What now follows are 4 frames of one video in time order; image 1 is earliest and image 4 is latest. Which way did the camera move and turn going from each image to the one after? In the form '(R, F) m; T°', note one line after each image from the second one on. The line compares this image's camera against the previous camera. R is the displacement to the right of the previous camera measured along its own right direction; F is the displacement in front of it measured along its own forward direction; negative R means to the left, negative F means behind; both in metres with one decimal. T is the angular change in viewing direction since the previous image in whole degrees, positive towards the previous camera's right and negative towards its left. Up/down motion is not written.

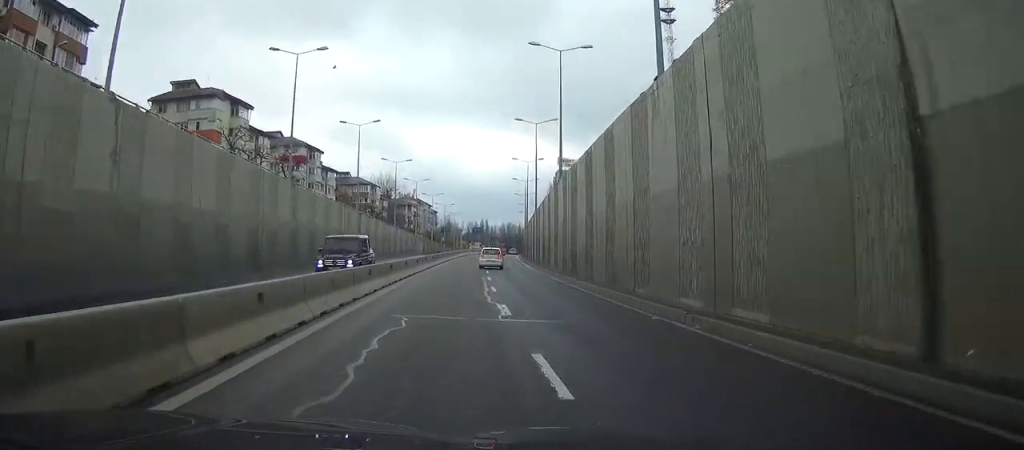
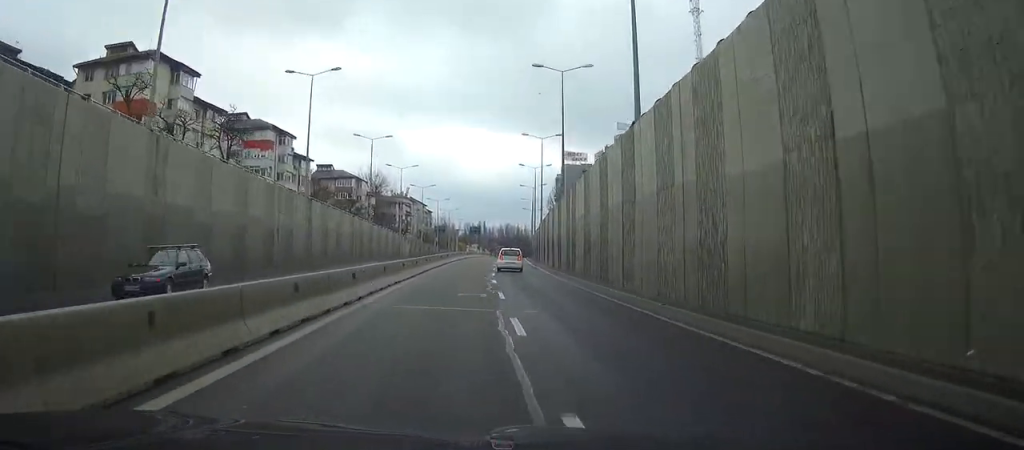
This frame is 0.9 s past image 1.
(0.0, +22.0) m; 0°
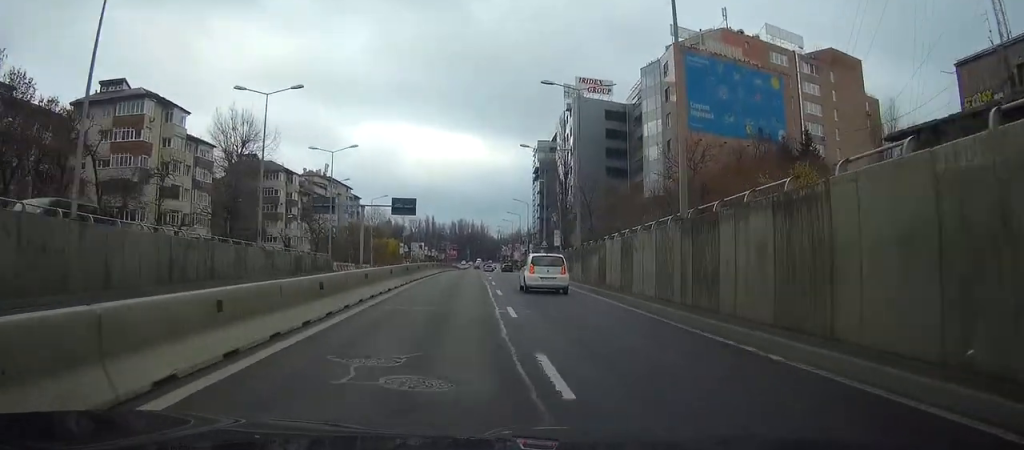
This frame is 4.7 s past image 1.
(+2.6, +96.3) m; +4°
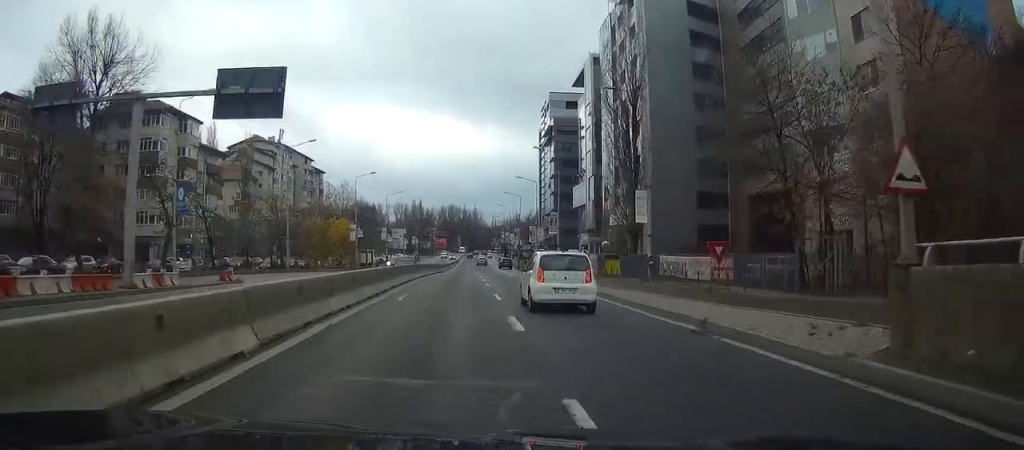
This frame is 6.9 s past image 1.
(+0.7, +50.9) m; +1°
